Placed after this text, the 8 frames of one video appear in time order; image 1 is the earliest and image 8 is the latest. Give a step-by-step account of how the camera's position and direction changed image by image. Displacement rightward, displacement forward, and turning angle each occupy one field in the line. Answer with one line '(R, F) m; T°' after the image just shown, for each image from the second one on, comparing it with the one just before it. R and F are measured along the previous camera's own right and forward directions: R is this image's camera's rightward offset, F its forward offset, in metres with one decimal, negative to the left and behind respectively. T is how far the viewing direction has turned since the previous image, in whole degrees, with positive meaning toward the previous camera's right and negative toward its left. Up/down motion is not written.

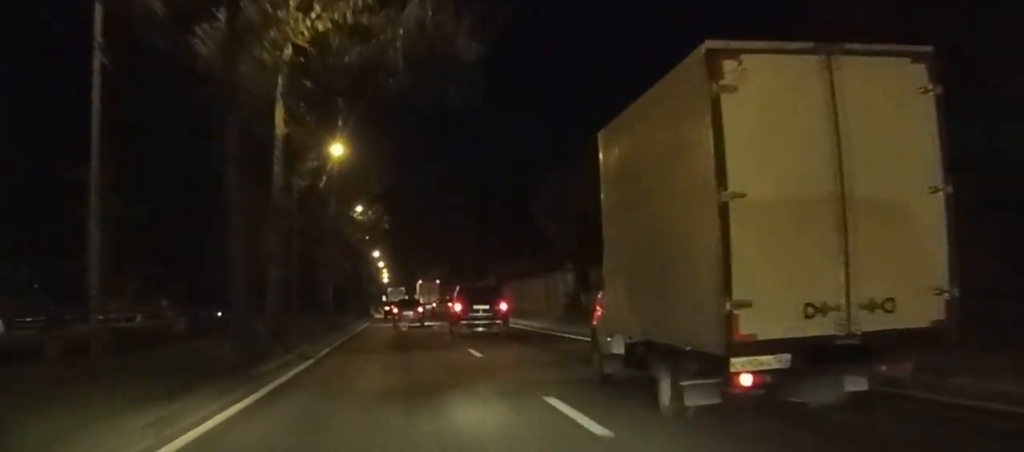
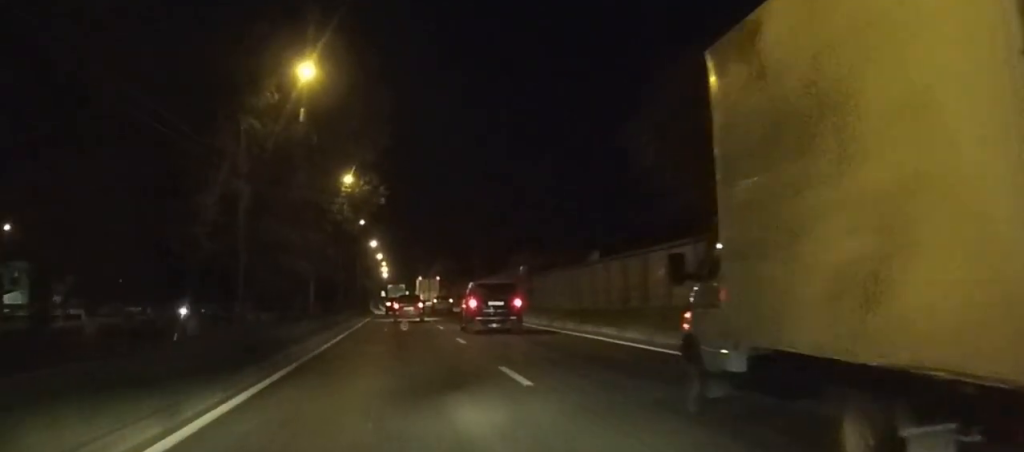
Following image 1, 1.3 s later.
(0.0, +17.0) m; 0°
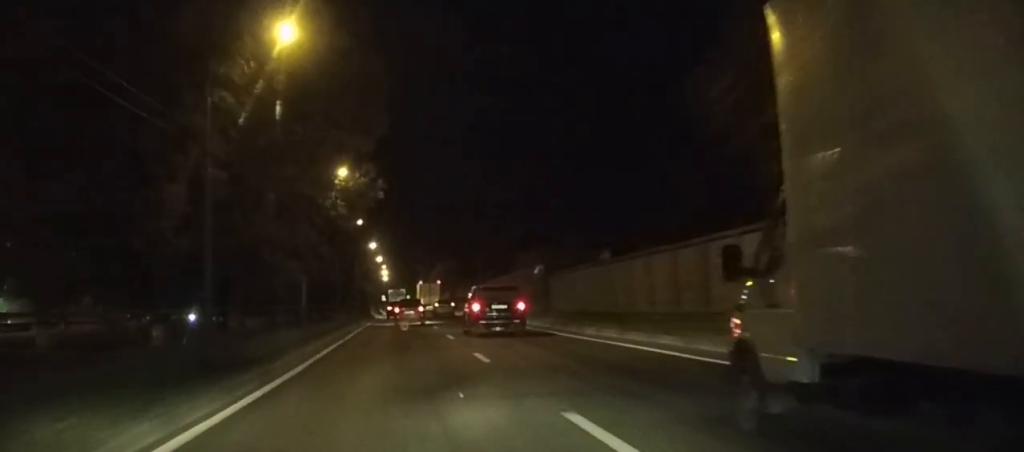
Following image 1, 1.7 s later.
(0.0, +5.8) m; +1°
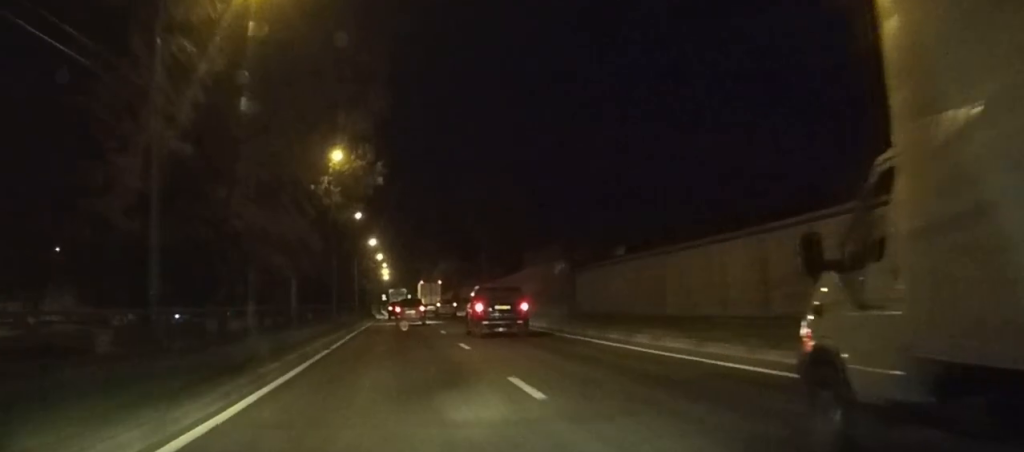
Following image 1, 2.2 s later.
(0.0, +6.4) m; +1°
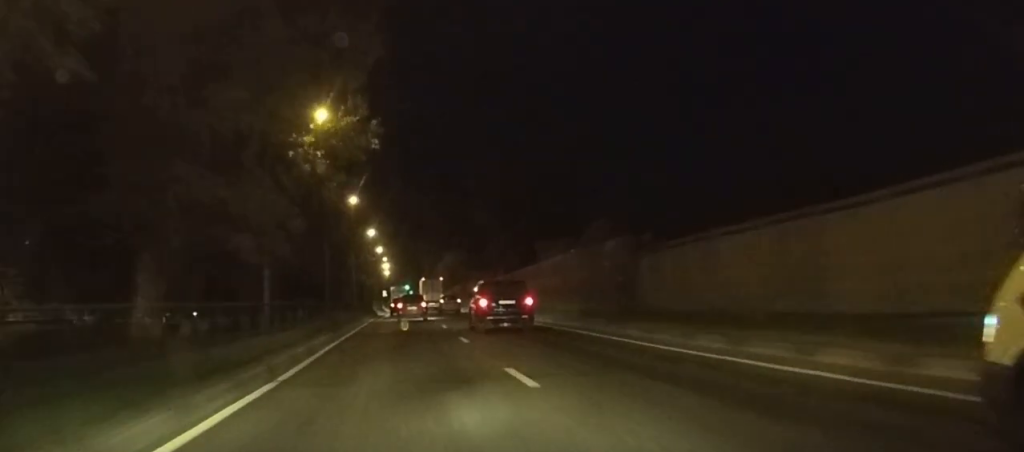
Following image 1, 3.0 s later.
(+0.2, +10.9) m; +1°
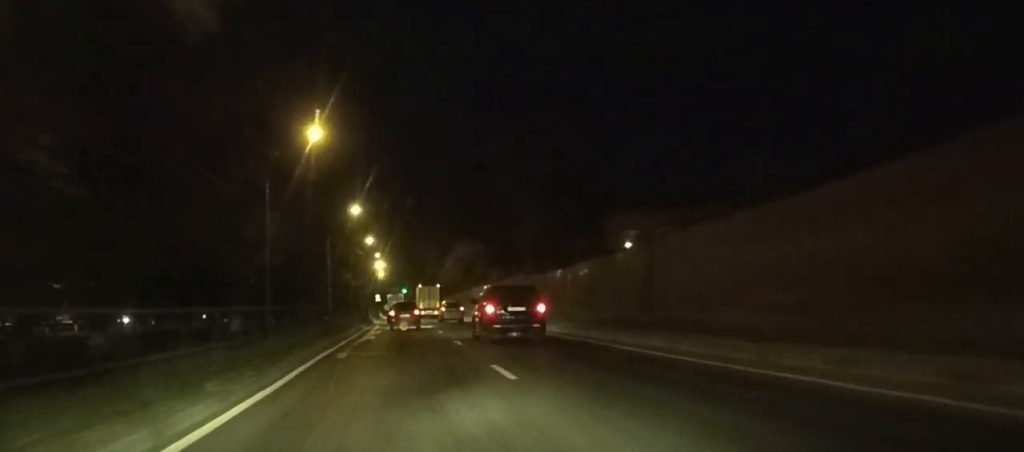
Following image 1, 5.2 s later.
(-0.4, +34.9) m; -1°
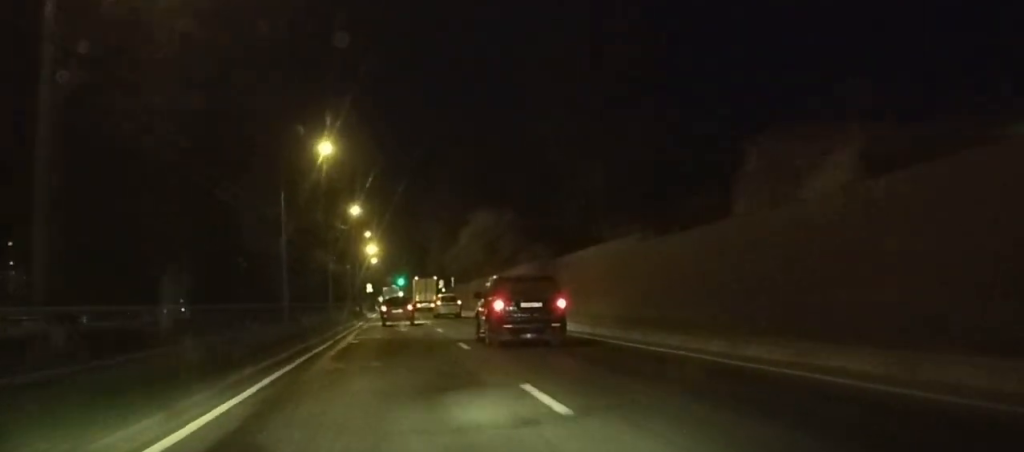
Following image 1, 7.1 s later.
(-0.2, +29.9) m; -1°
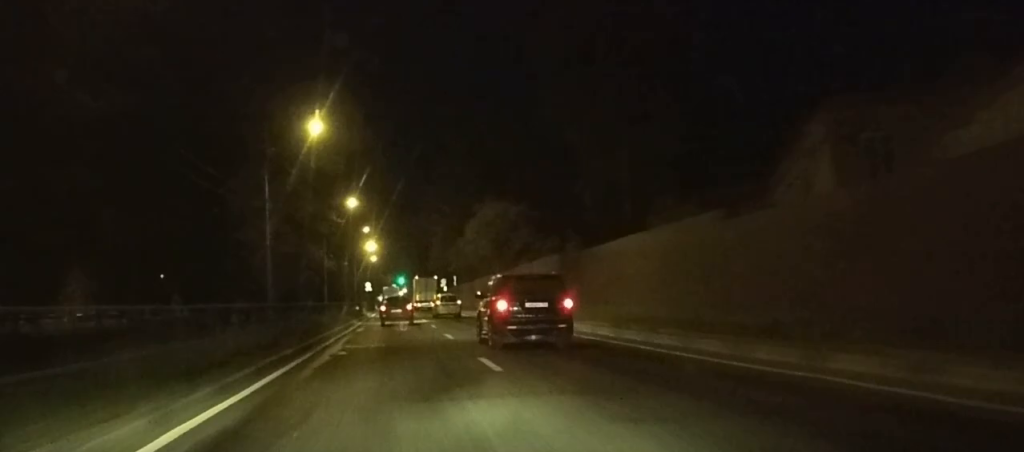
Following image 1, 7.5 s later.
(0.0, +6.5) m; -1°
